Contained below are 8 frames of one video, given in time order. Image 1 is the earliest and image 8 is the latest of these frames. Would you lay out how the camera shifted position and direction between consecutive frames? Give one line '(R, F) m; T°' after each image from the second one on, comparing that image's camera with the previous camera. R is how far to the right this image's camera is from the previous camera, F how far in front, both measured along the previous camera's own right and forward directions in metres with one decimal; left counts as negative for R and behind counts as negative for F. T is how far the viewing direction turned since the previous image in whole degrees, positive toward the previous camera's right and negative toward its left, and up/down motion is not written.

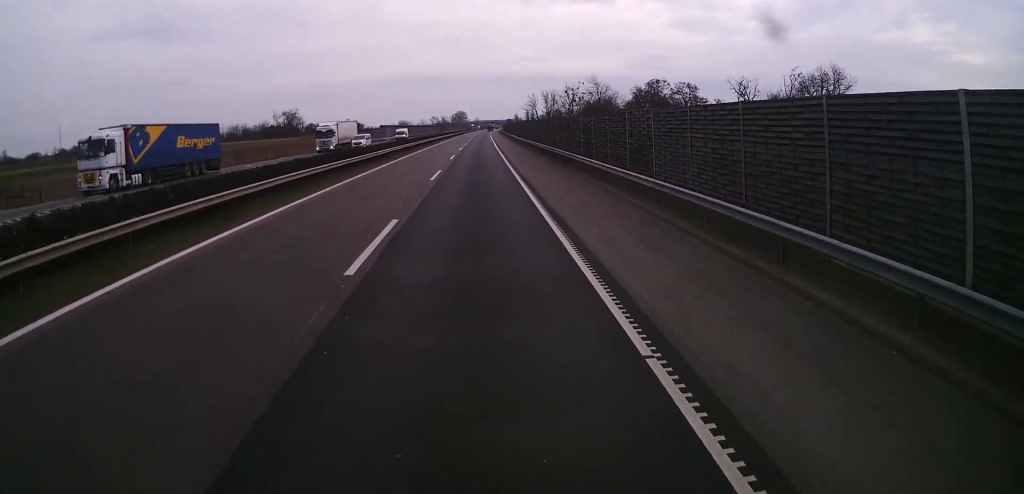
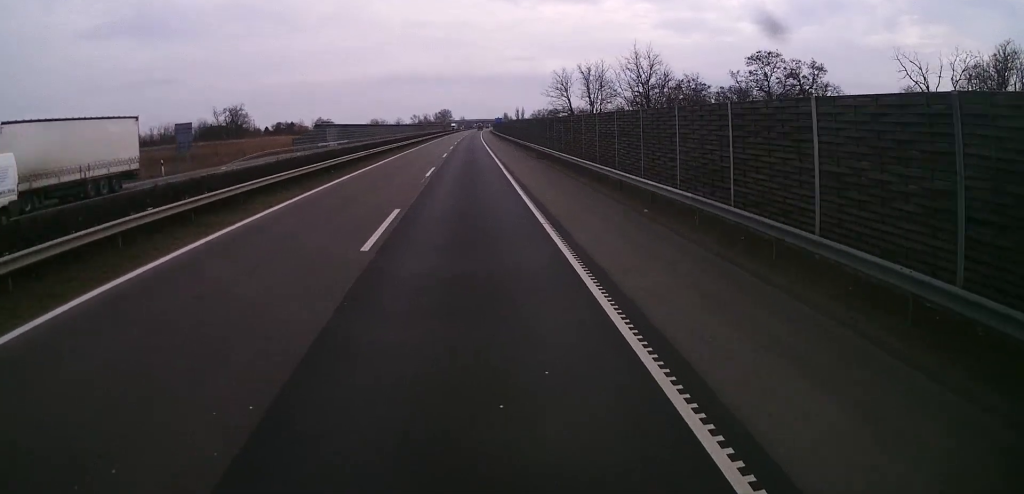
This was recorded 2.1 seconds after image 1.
(+0.4, +50.4) m; +1°
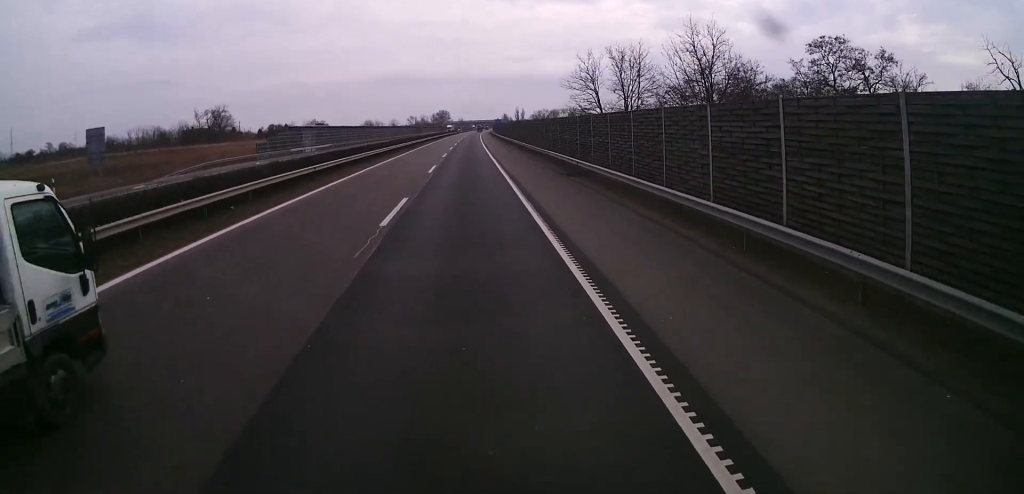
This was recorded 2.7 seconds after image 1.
(0.0, +13.3) m; 0°
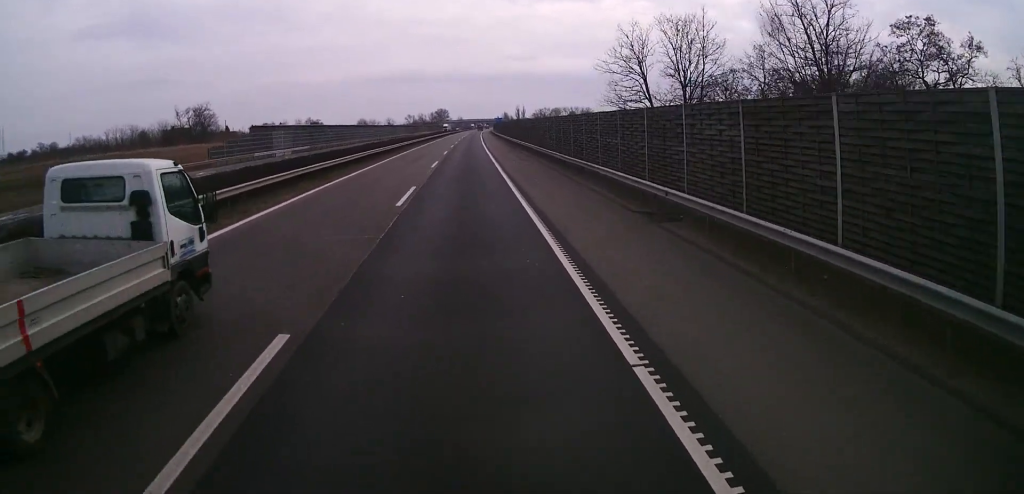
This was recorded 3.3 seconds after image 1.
(0.0, +12.5) m; 0°
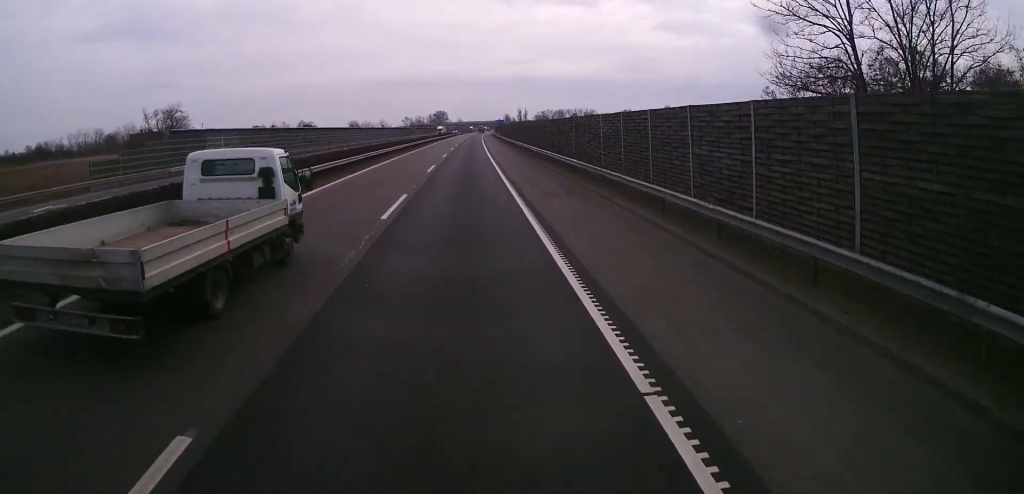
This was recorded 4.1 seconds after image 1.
(+0.1, +20.1) m; 0°
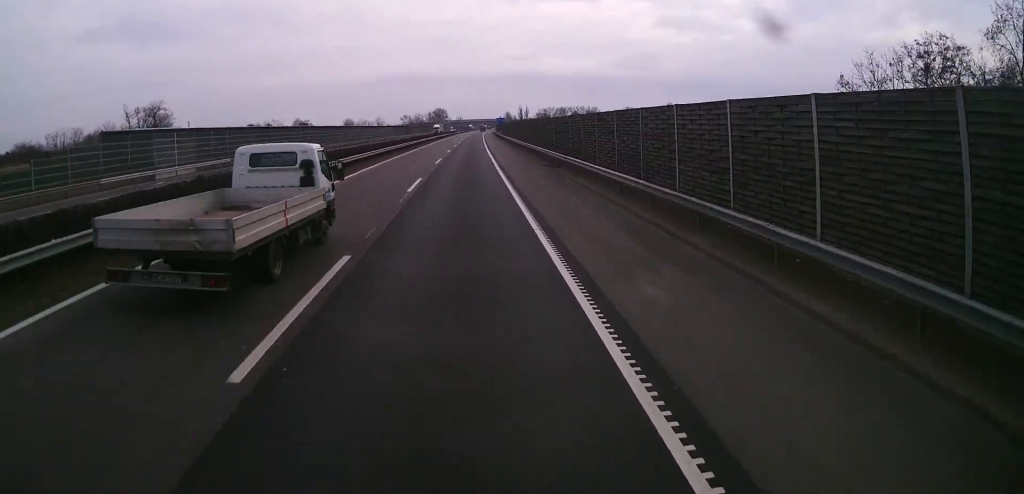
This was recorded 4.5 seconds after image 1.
(0.0, +10.9) m; 0°
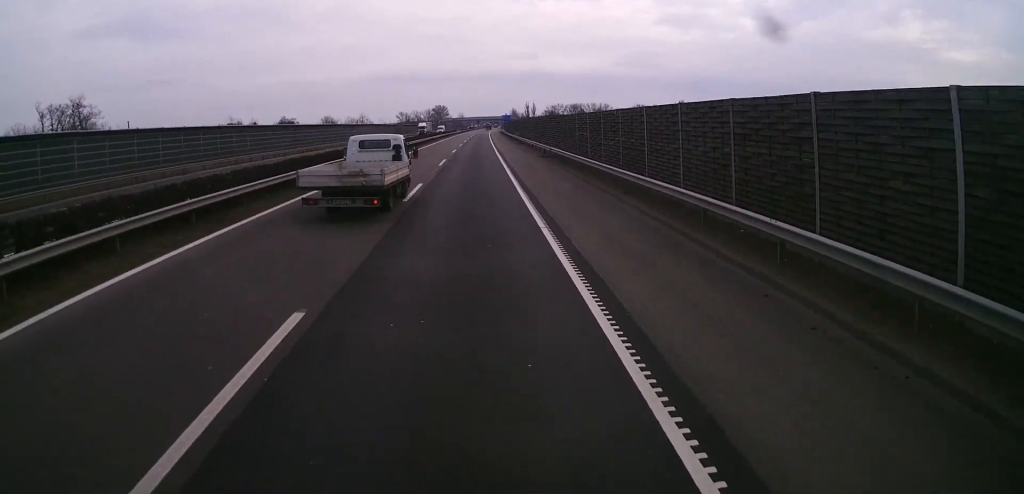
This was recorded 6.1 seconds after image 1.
(-0.1, +41.0) m; 0°
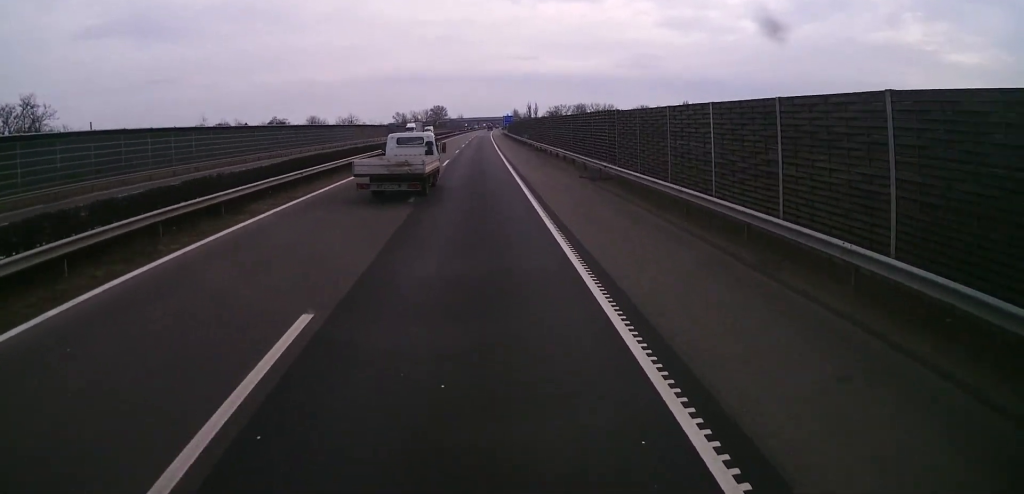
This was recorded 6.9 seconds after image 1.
(0.0, +17.6) m; 0°
